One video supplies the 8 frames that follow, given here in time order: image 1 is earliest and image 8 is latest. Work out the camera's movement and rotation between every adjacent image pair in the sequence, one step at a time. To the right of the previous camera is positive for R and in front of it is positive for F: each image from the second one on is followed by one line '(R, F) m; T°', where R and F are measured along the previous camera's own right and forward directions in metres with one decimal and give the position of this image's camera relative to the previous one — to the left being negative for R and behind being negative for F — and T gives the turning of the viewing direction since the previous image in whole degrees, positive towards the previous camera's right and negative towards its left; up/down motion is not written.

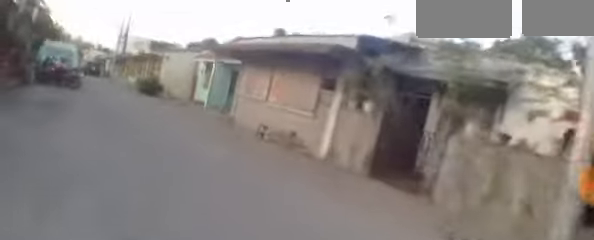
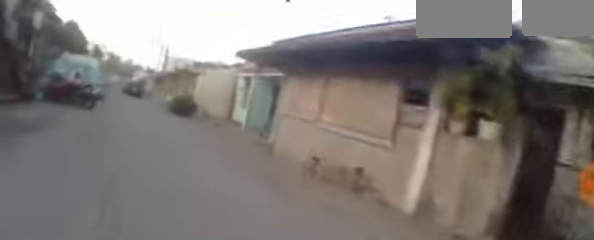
(-0.5, +3.0) m; -10°
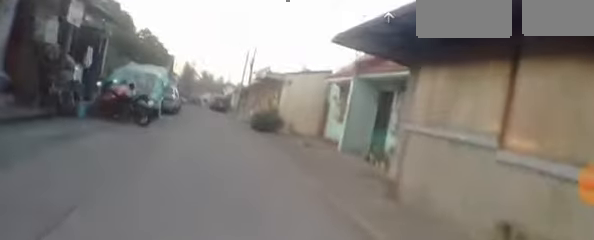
(-0.1, +3.9) m; -13°
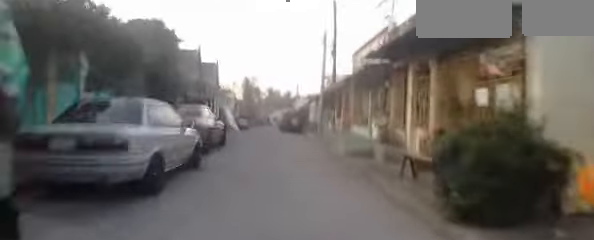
(-3.4, +11.3) m; -17°
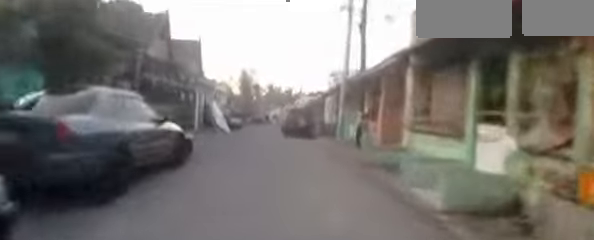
(+0.2, +5.9) m; -5°
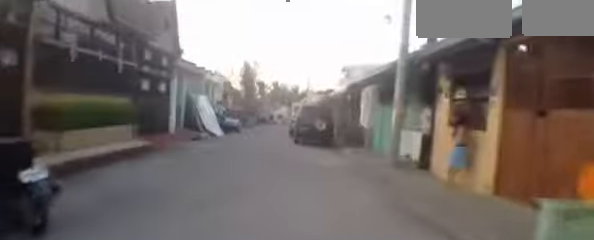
(-0.6, +4.9) m; -6°
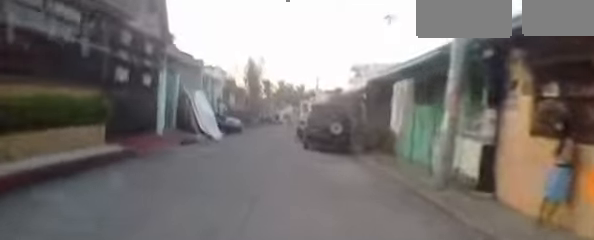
(+0.1, +2.2) m; 0°
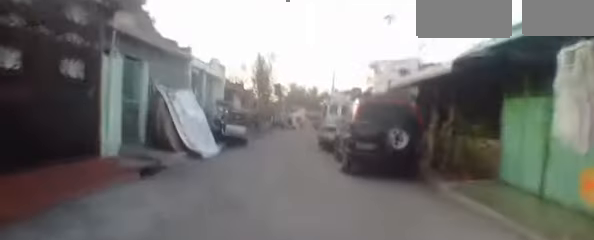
(+0.1, +3.9) m; -1°
